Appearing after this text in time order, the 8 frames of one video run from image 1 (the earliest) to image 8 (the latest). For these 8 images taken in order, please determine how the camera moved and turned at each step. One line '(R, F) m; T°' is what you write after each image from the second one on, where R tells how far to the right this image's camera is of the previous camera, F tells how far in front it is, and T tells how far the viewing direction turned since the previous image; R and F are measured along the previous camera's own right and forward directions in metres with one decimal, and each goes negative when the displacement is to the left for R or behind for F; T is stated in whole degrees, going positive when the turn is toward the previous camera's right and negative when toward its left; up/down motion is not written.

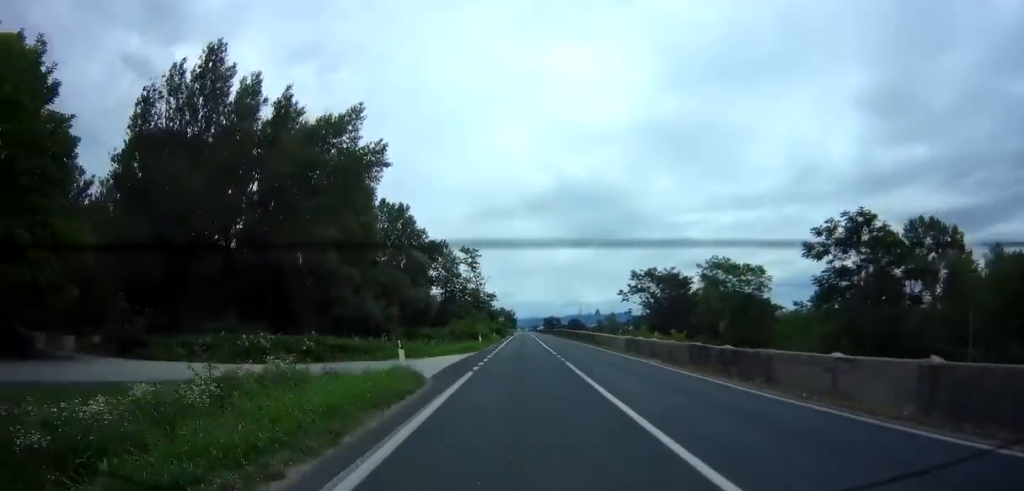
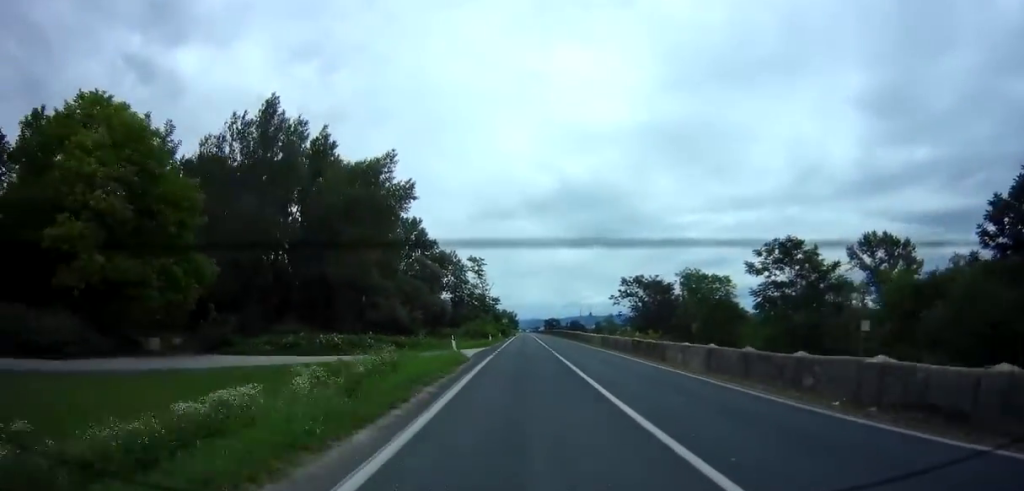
(-0.2, +10.4) m; -1°
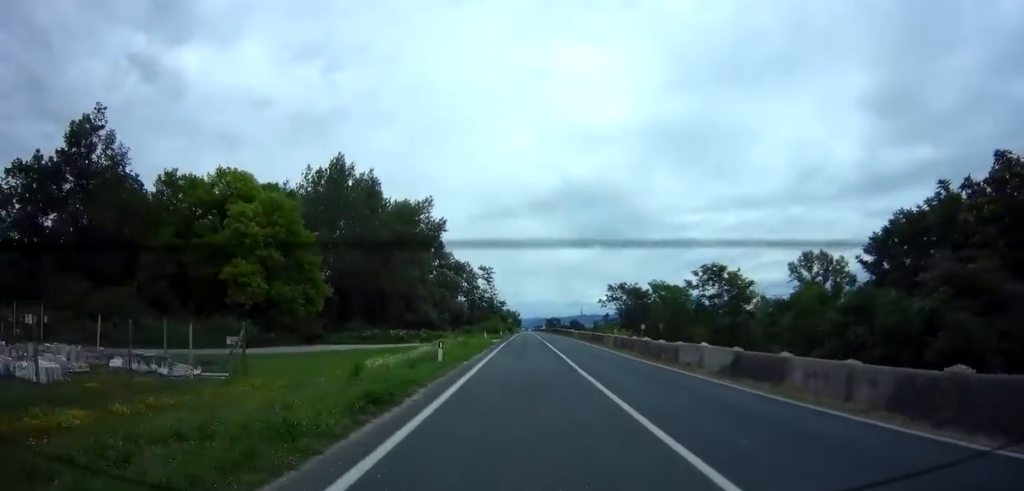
(-0.1, +19.3) m; 0°
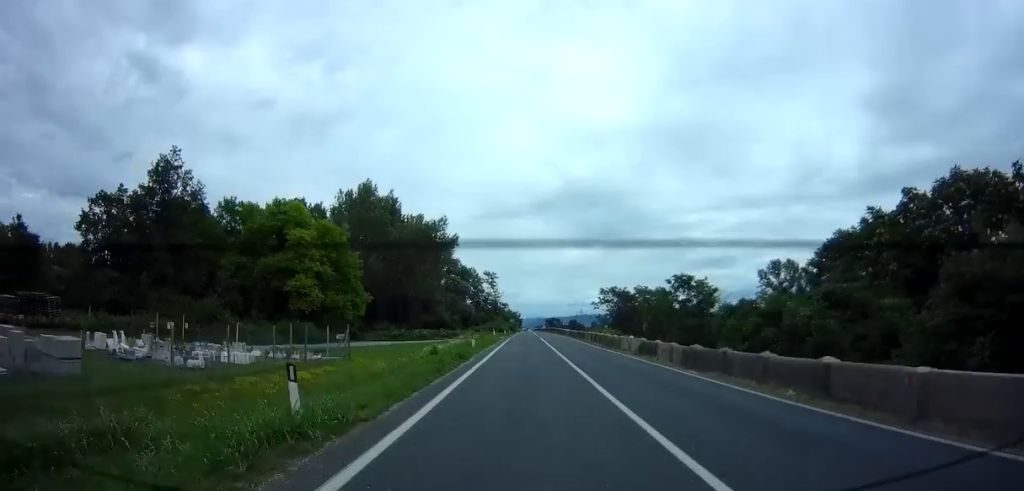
(0.0, +12.4) m; 0°
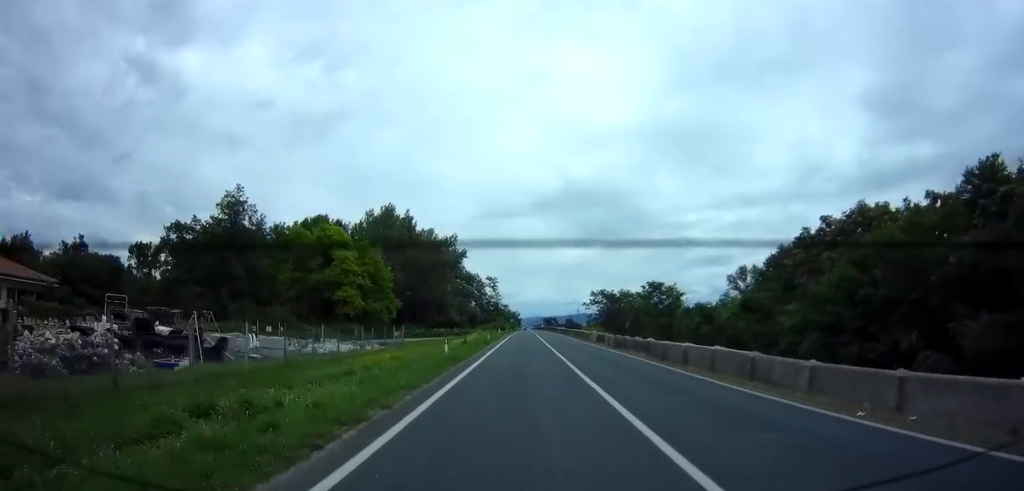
(0.0, +15.2) m; +1°
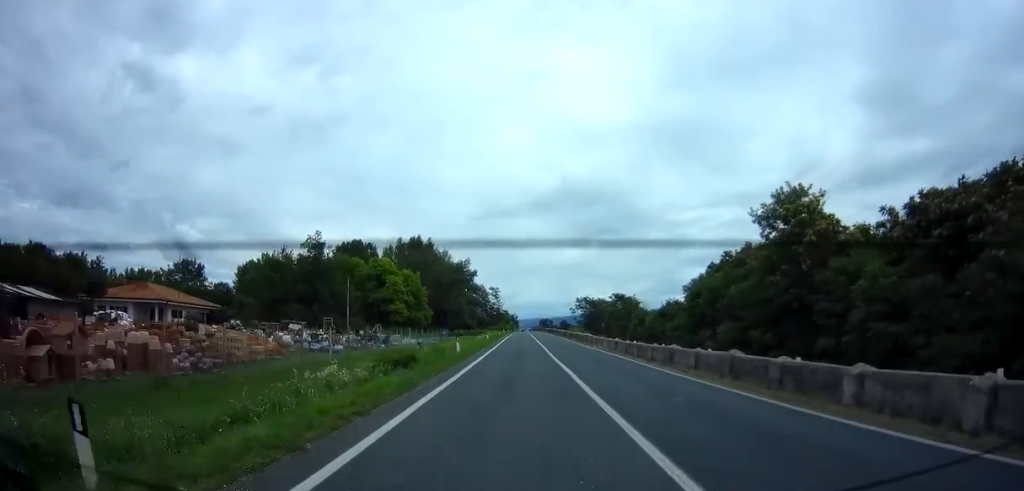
(+0.2, +30.6) m; 0°
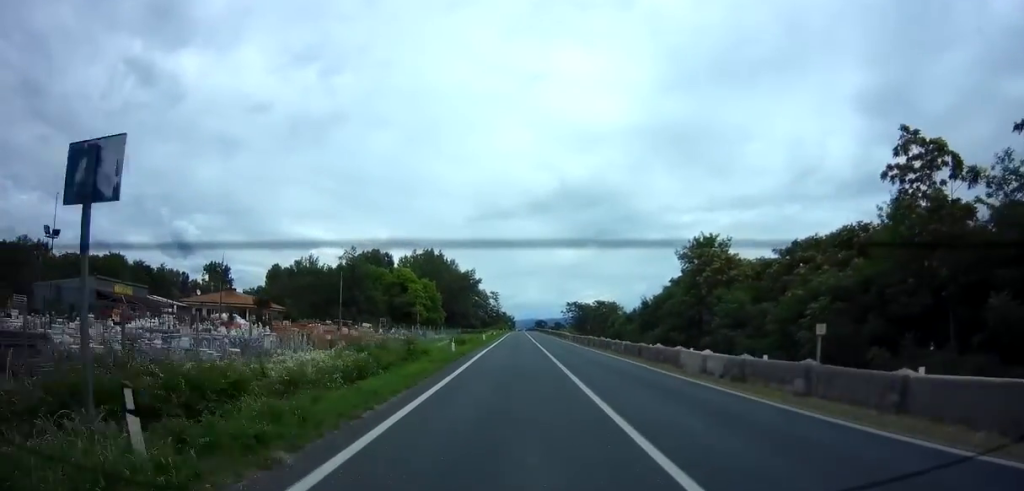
(0.0, +23.4) m; 0°
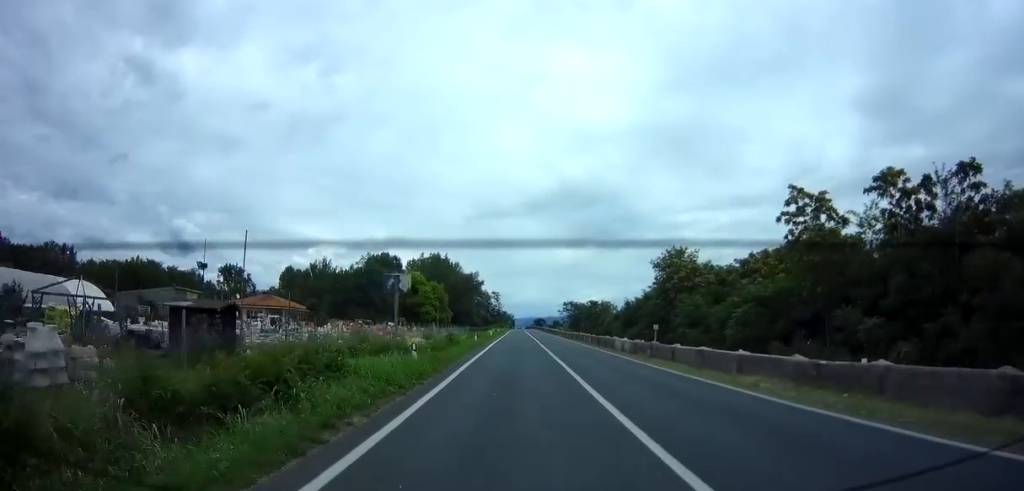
(0.0, +13.1) m; 0°
